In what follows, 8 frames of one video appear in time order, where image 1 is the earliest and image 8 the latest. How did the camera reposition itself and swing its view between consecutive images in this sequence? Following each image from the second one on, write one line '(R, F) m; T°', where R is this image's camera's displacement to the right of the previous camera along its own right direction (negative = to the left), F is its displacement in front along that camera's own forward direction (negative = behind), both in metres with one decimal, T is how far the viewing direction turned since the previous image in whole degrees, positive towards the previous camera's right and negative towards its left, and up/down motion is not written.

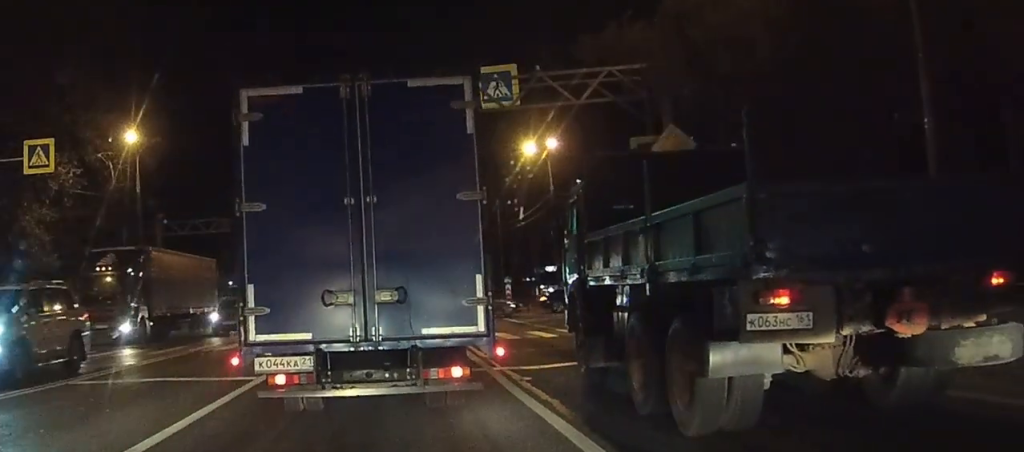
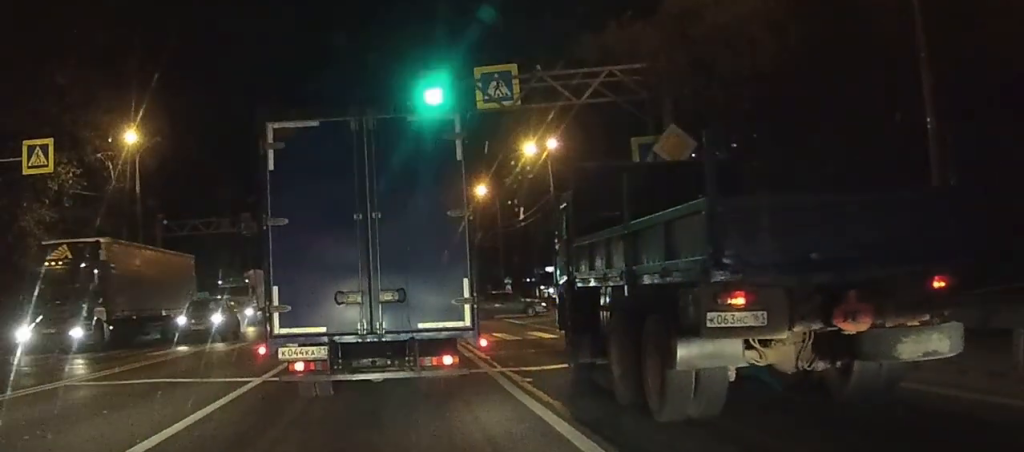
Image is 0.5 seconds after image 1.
(0.0, 0.0) m; 0°
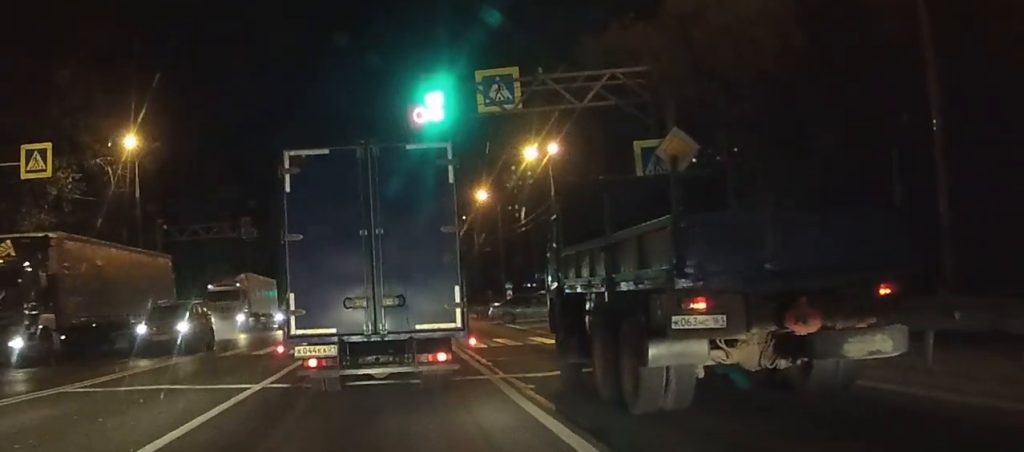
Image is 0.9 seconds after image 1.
(0.0, +0.6) m; 0°
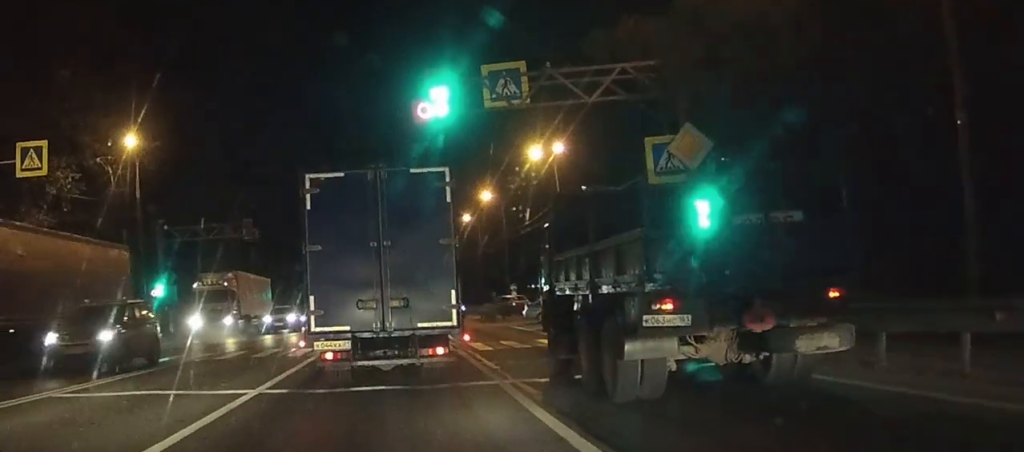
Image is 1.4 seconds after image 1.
(0.0, +1.0) m; 0°
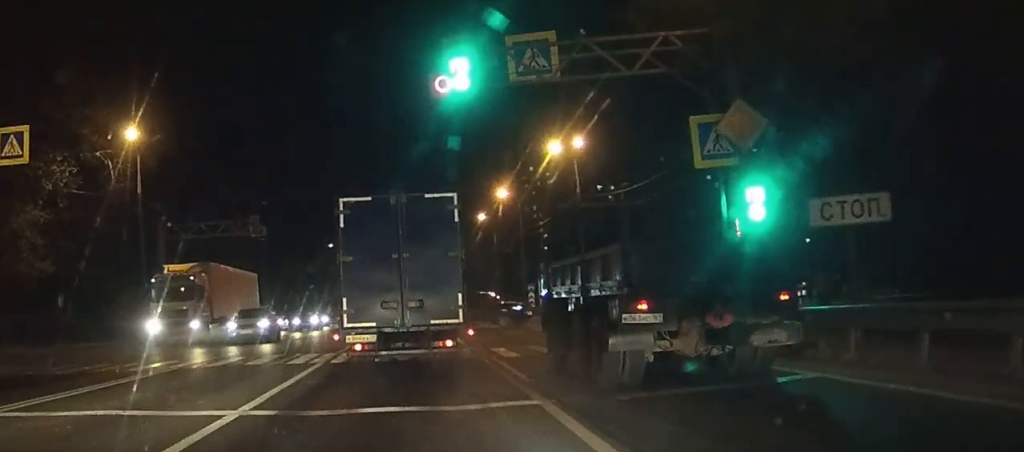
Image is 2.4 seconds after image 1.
(0.0, +3.4) m; +1°
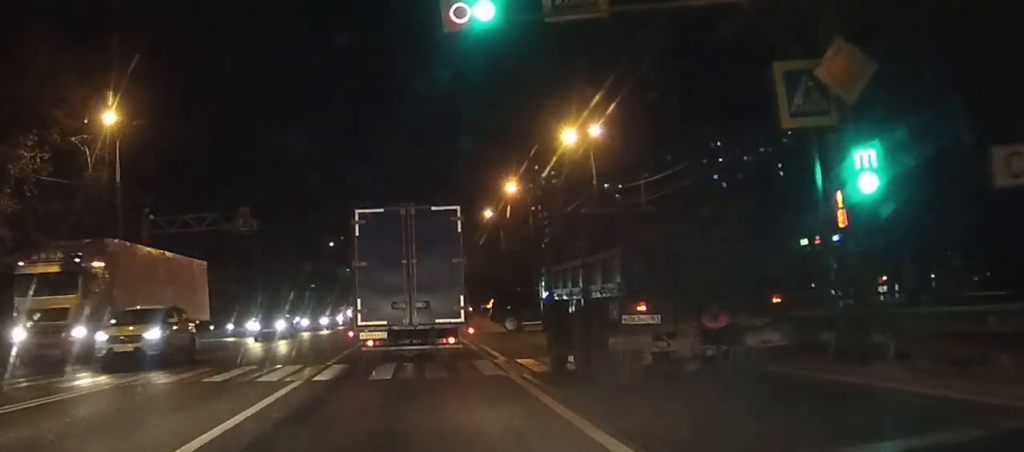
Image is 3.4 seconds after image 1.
(0.0, +5.4) m; 0°
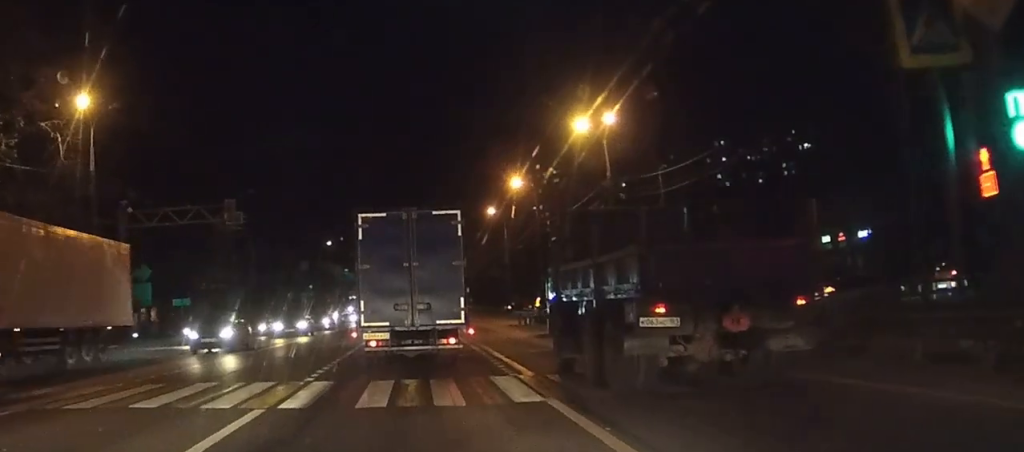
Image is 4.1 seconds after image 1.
(0.0, +4.7) m; 0°
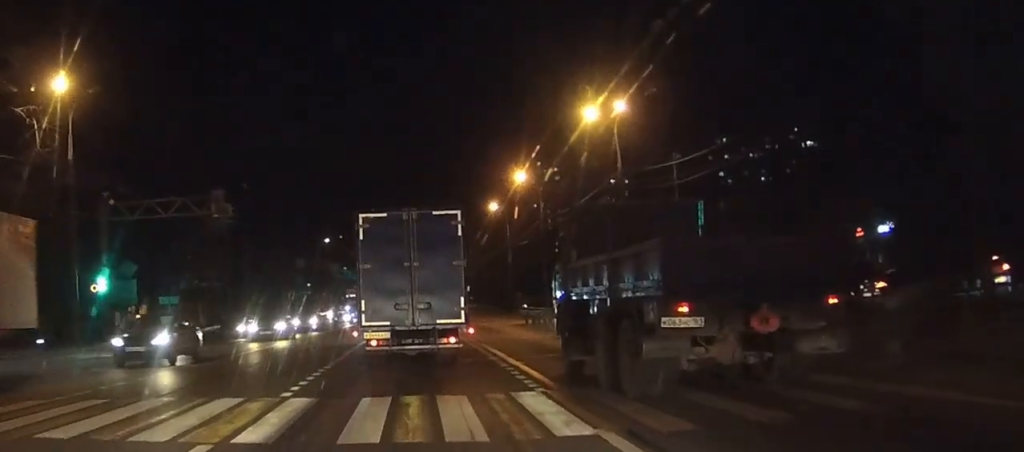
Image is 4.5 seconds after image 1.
(0.0, +3.1) m; 0°
